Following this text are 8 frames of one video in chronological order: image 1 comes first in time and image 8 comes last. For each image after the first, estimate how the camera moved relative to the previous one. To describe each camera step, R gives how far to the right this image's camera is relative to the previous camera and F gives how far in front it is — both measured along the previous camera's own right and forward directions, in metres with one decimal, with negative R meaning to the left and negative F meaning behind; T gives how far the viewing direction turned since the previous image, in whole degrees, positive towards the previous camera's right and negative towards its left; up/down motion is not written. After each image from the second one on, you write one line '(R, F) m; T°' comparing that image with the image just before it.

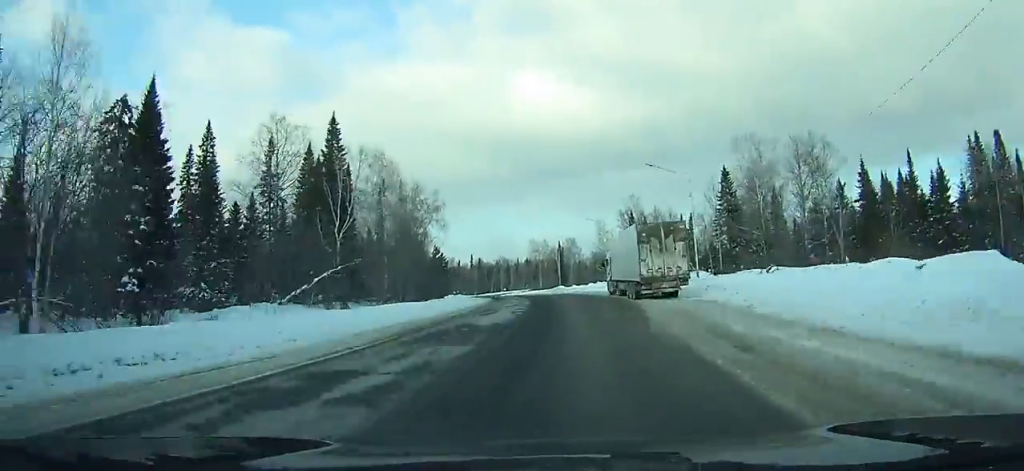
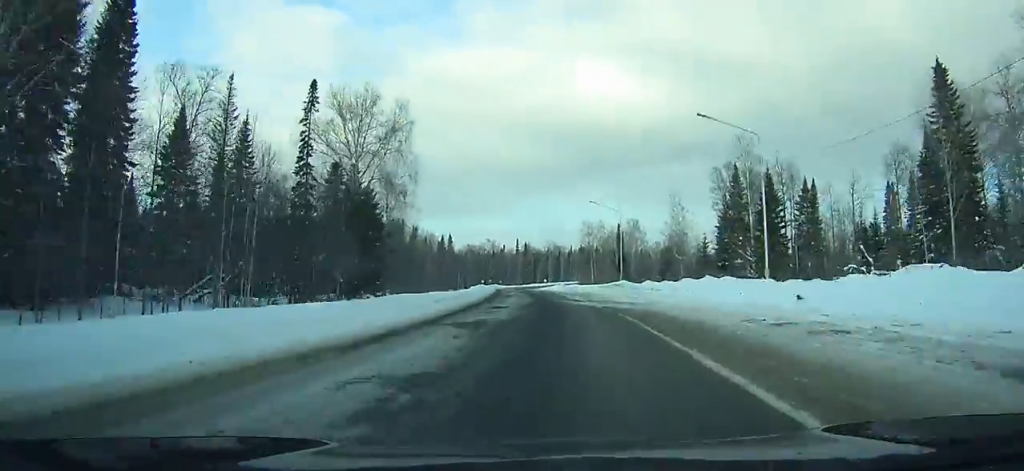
(-0.5, +51.5) m; -3°
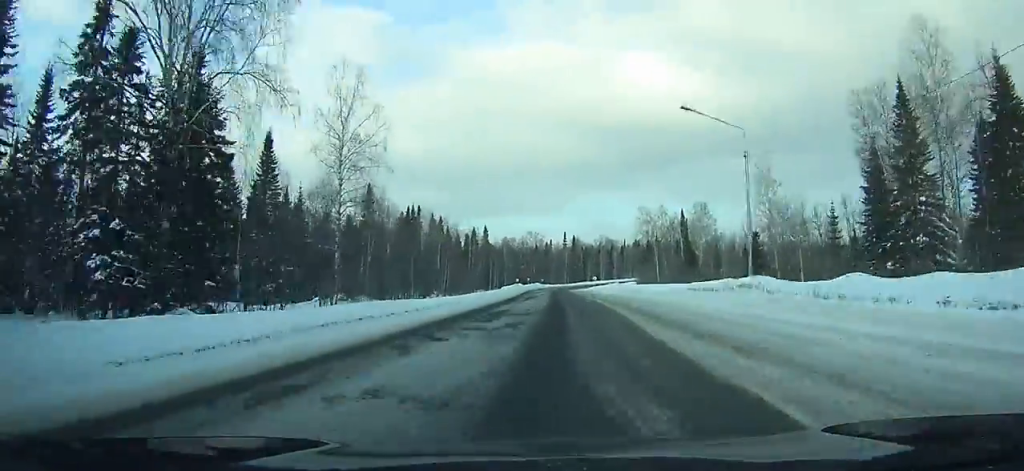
(-0.7, +36.8) m; -3°
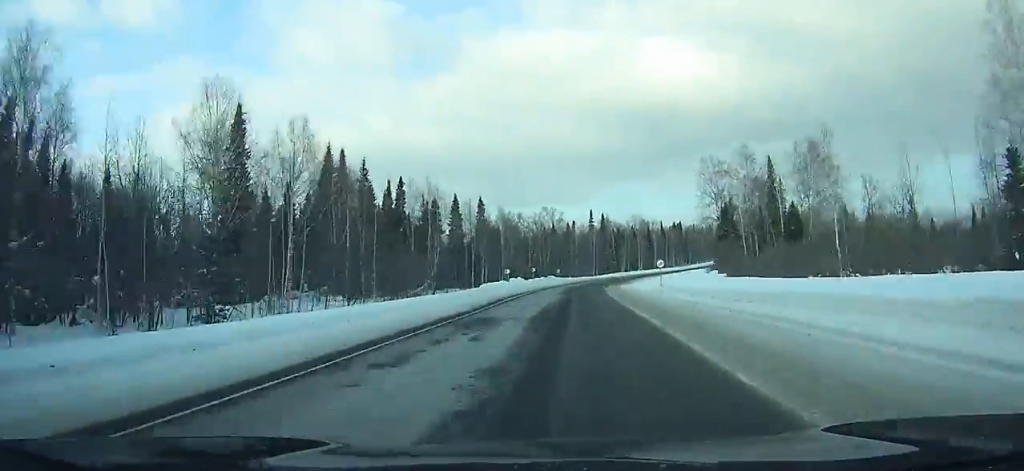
(-3.0, +66.9) m; -3°
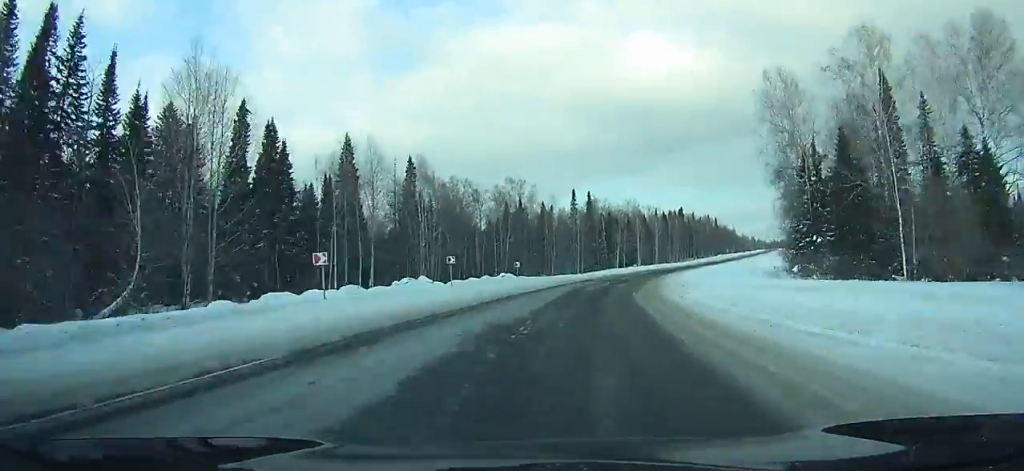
(-0.1, +54.7) m; +3°
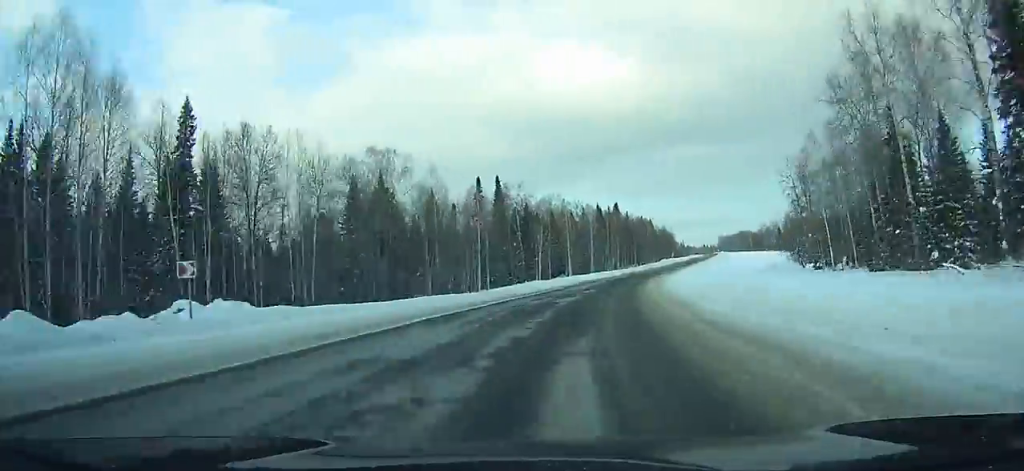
(+2.0, +50.2) m; +6°
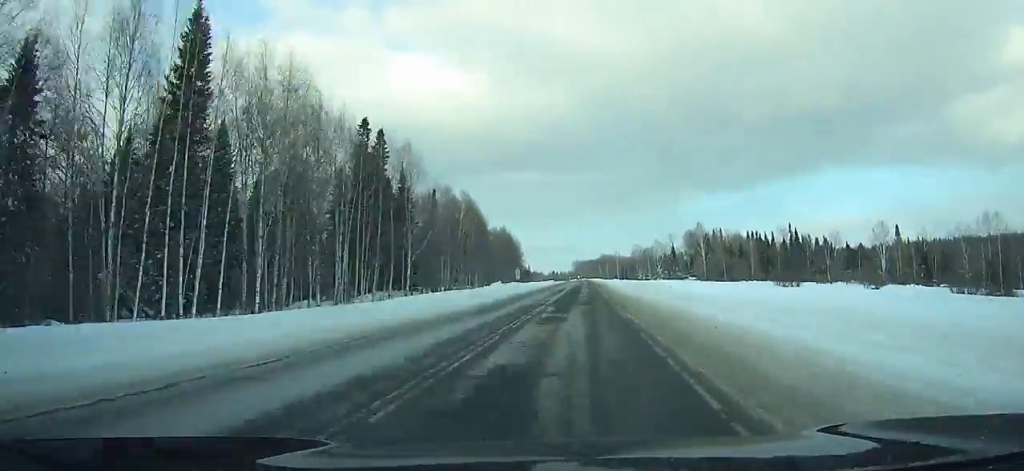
(+17.4, +124.4) m; +13°
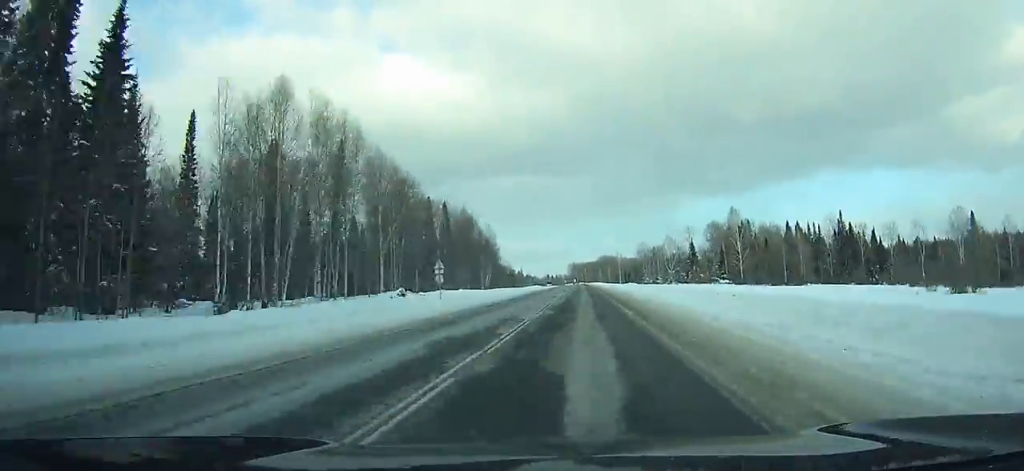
(+1.2, +51.8) m; +2°
